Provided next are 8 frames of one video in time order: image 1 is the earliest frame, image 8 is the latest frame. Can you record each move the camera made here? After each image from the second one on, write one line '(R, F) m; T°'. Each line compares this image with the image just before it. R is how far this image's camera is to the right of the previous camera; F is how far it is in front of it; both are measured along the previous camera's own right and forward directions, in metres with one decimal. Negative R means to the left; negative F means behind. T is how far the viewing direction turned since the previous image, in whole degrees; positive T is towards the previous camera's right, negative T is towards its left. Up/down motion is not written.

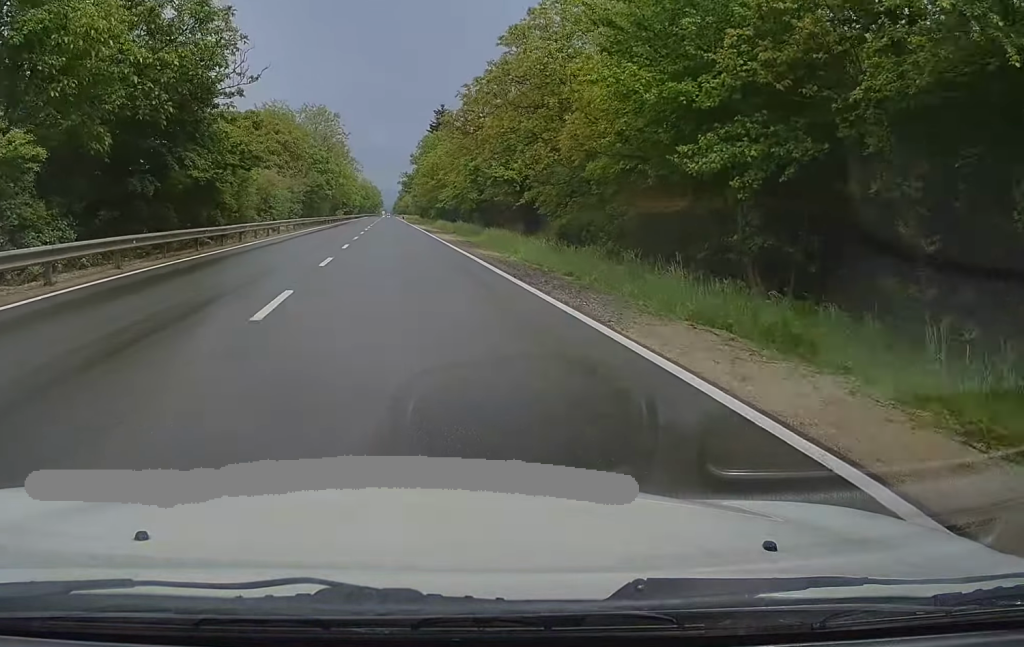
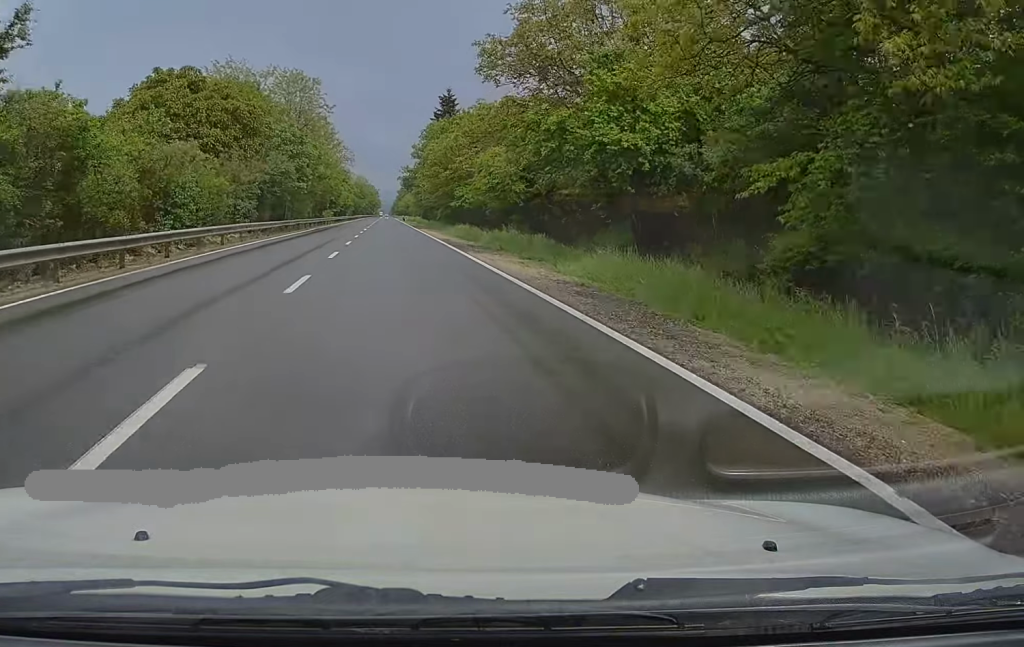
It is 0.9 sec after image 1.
(+0.1, +23.4) m; 0°
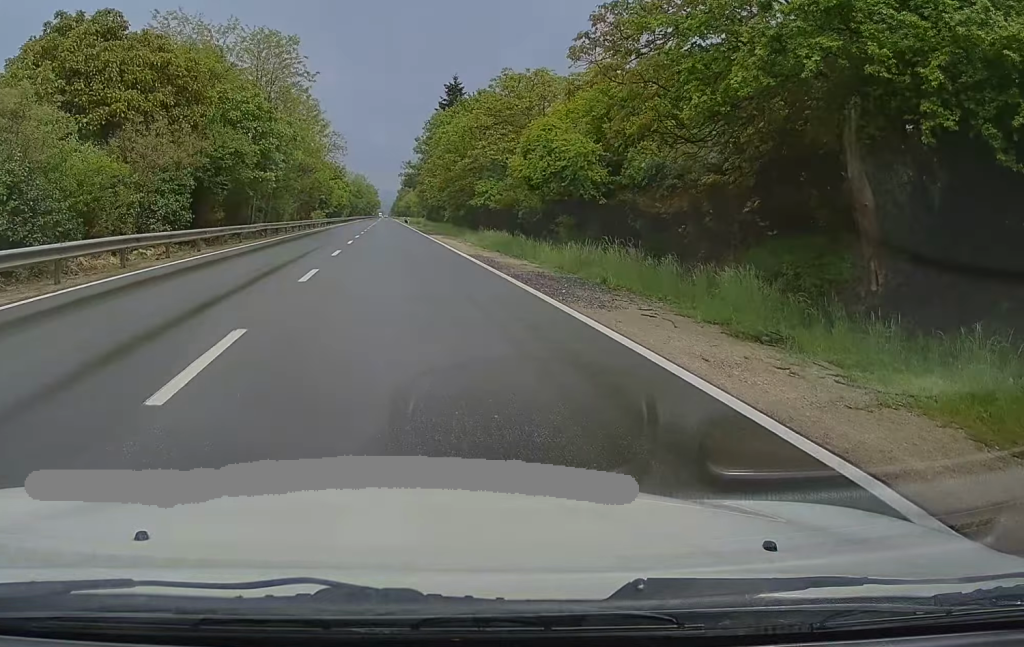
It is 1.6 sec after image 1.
(-0.1, +15.8) m; 0°
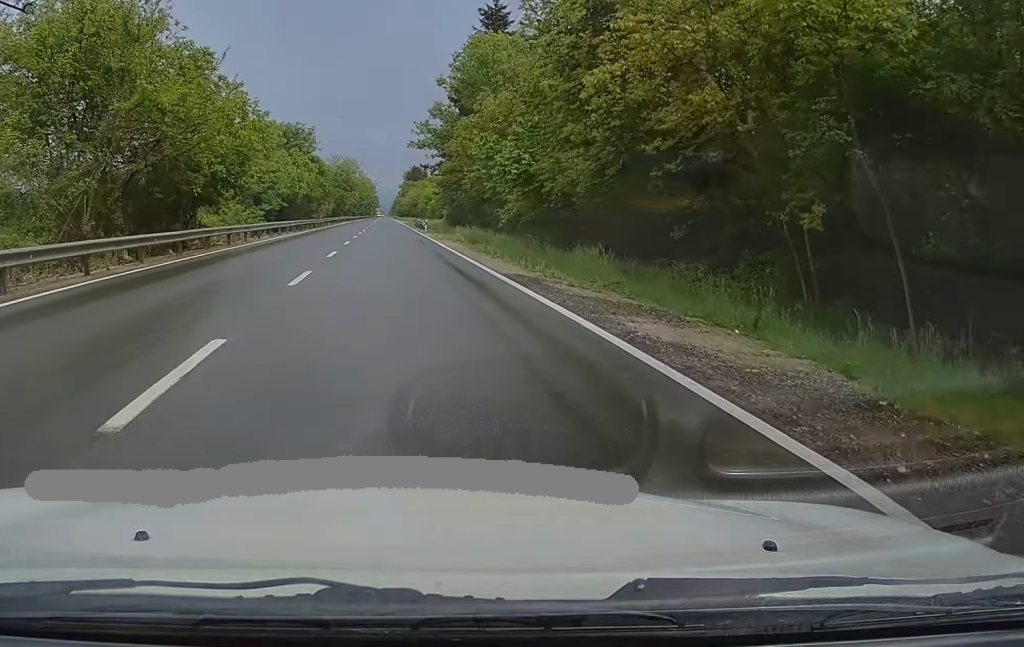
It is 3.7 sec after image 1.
(+0.3, +53.9) m; 0°
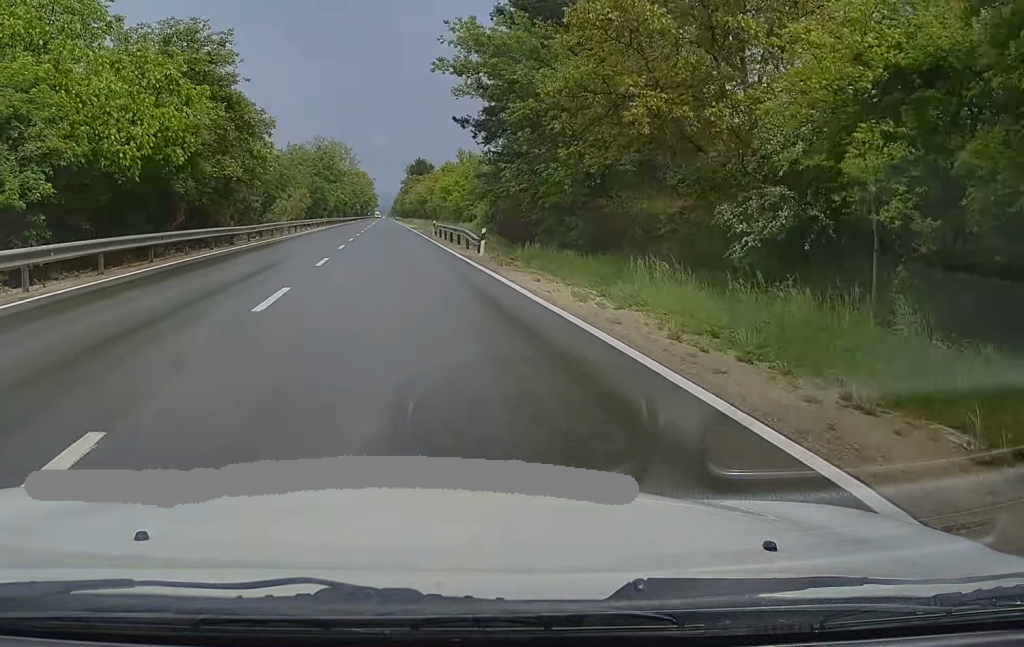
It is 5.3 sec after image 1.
(-0.5, +39.0) m; 0°
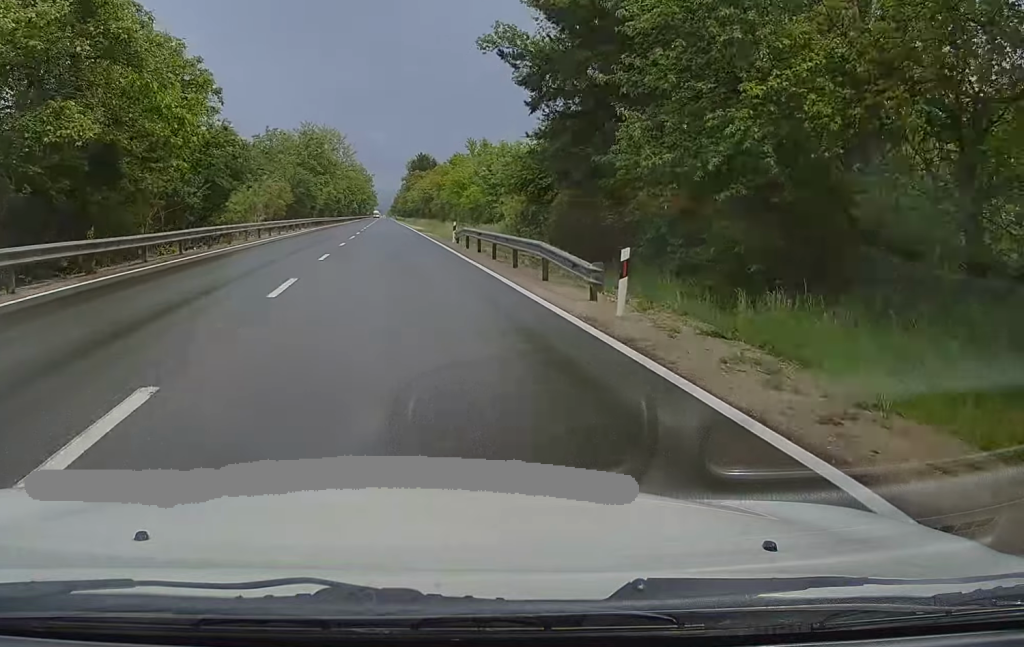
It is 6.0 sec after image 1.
(+0.3, +16.5) m; 0°
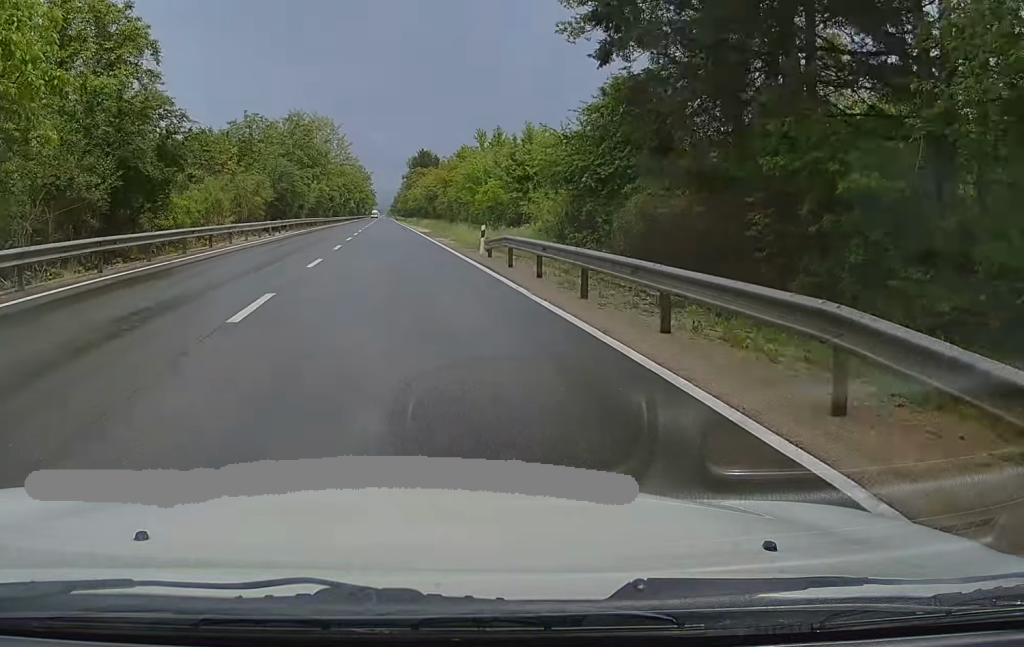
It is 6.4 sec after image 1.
(0.0, +11.5) m; 0°
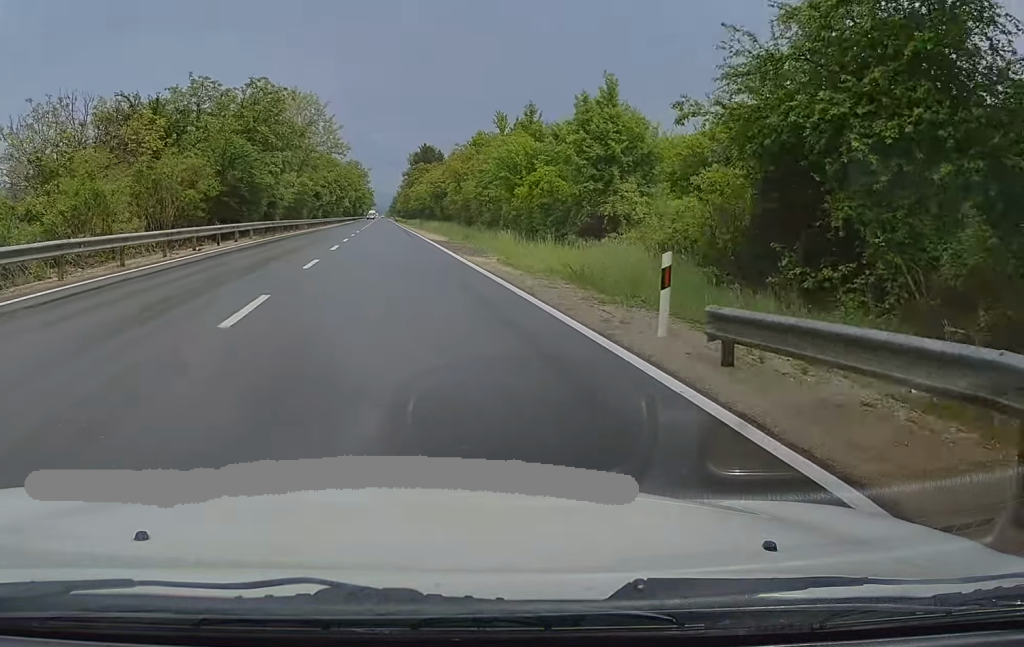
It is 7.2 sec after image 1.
(-0.2, +17.9) m; -1°
